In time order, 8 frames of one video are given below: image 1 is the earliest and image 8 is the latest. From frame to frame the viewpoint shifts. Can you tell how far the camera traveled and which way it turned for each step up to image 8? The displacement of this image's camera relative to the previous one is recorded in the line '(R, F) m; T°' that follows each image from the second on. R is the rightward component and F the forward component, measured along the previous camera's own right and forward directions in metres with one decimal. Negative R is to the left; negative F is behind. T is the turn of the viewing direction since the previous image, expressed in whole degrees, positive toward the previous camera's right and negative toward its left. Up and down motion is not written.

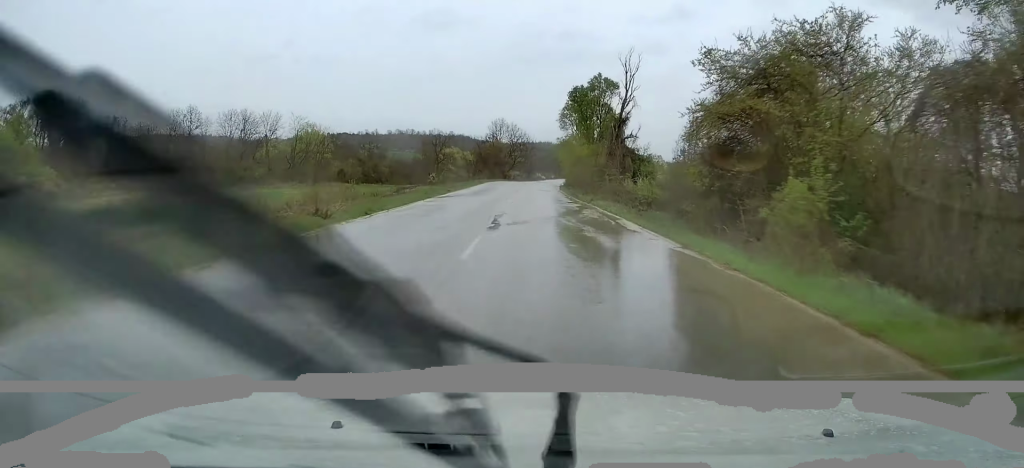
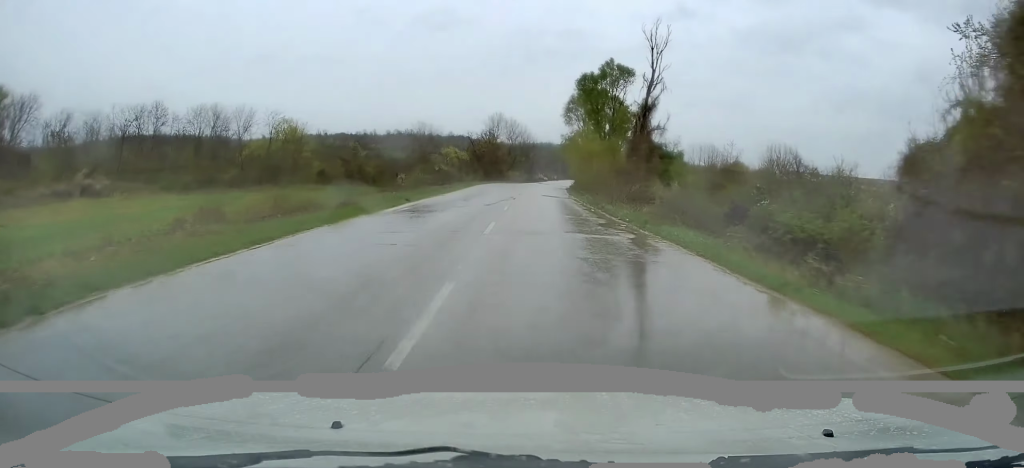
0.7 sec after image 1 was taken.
(-0.3, +13.9) m; 0°
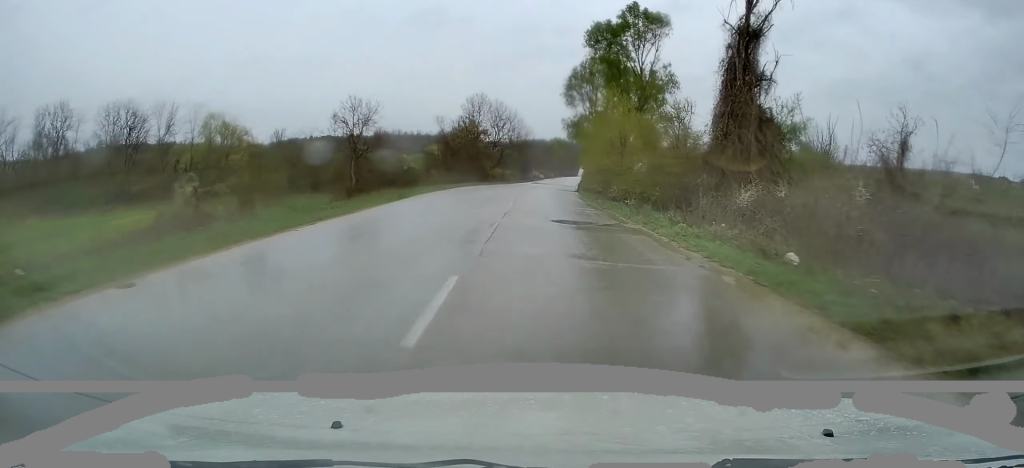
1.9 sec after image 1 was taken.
(+0.4, +26.3) m; +1°
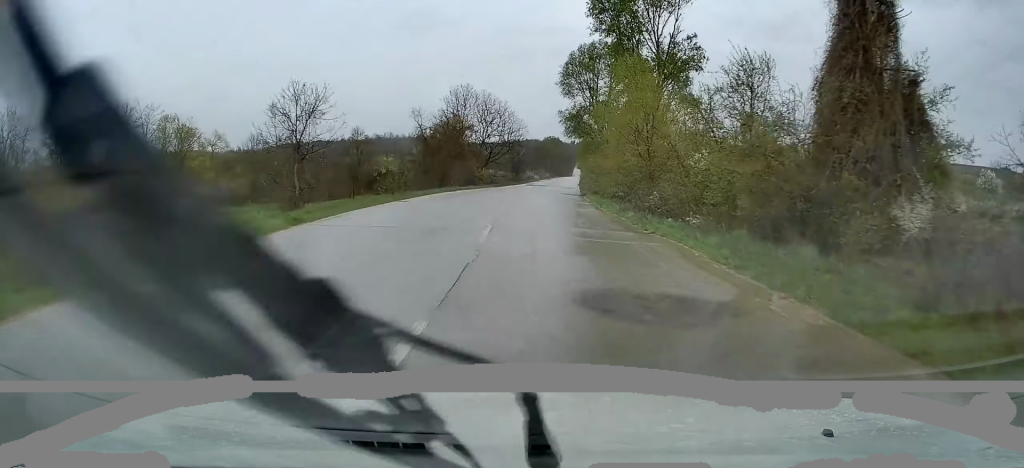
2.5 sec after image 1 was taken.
(0.0, +11.1) m; 0°
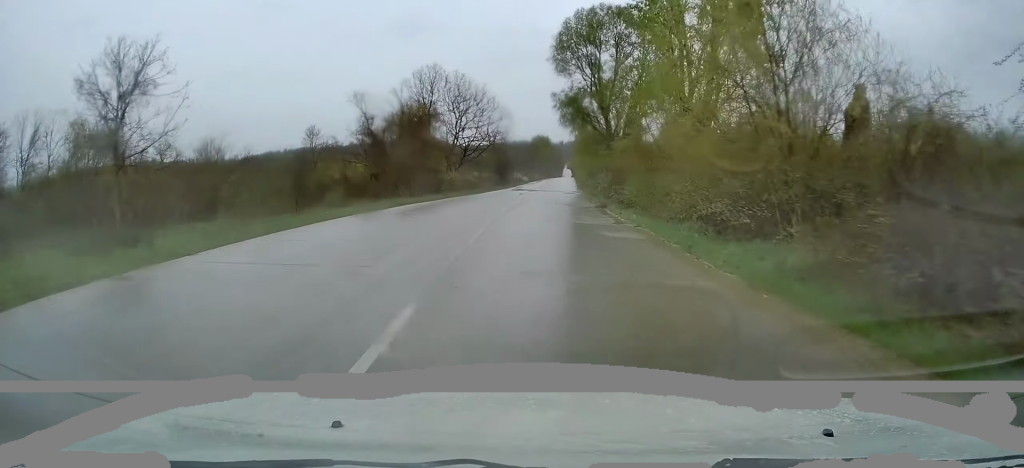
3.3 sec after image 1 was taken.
(0.0, +17.3) m; +1°
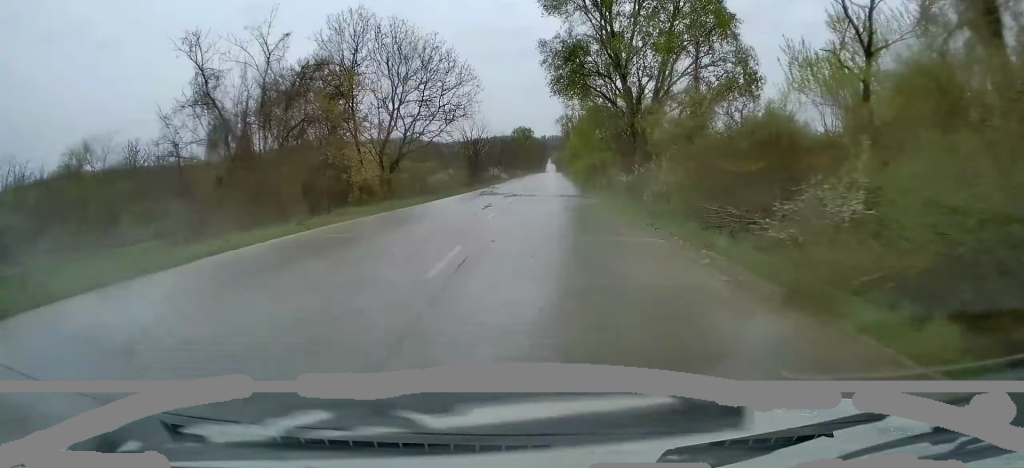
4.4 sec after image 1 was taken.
(+0.3, +22.1) m; +2°
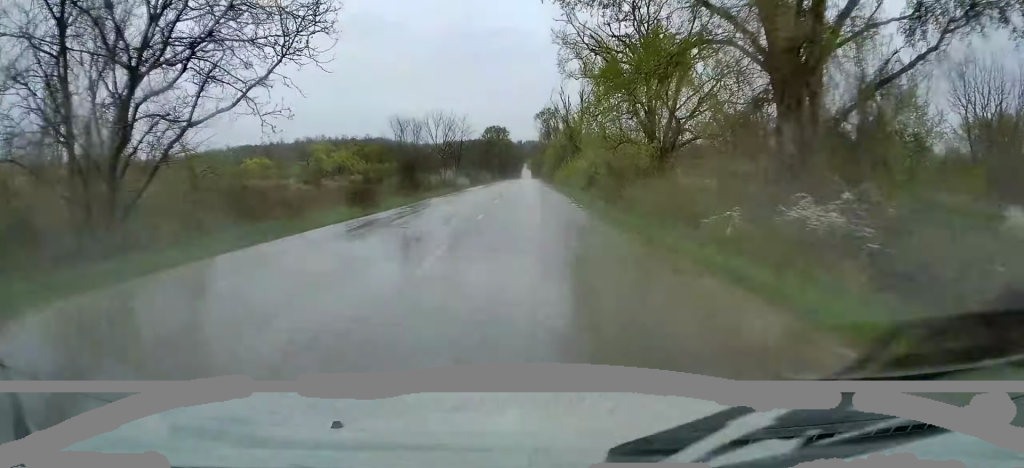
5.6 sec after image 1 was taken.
(+0.7, +26.2) m; +2°
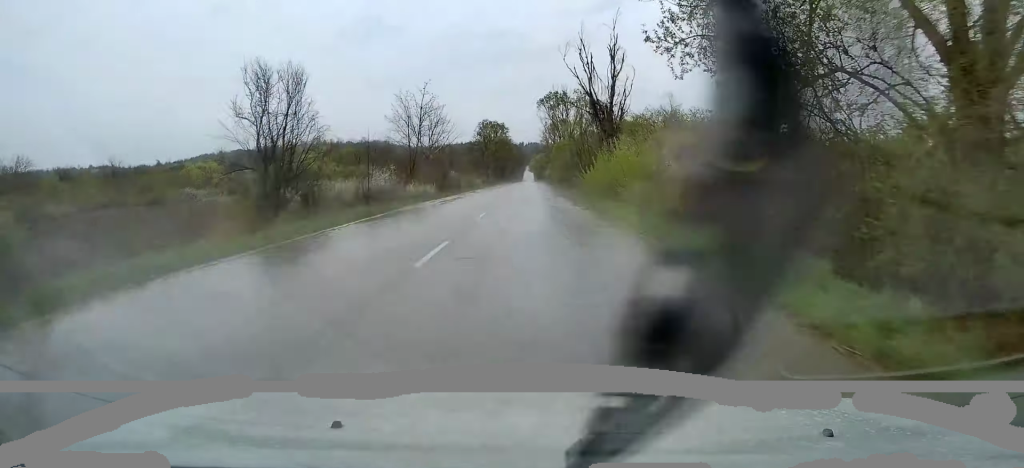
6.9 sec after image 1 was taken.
(-0.2, +26.7) m; -1°
